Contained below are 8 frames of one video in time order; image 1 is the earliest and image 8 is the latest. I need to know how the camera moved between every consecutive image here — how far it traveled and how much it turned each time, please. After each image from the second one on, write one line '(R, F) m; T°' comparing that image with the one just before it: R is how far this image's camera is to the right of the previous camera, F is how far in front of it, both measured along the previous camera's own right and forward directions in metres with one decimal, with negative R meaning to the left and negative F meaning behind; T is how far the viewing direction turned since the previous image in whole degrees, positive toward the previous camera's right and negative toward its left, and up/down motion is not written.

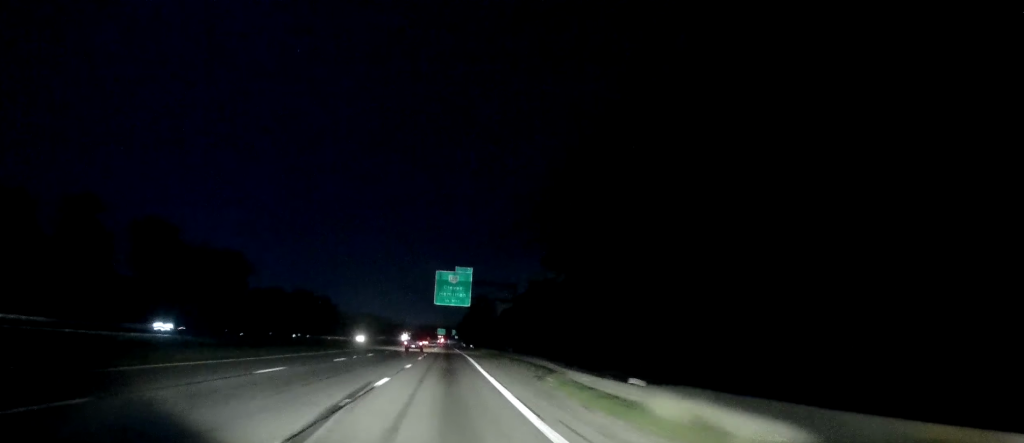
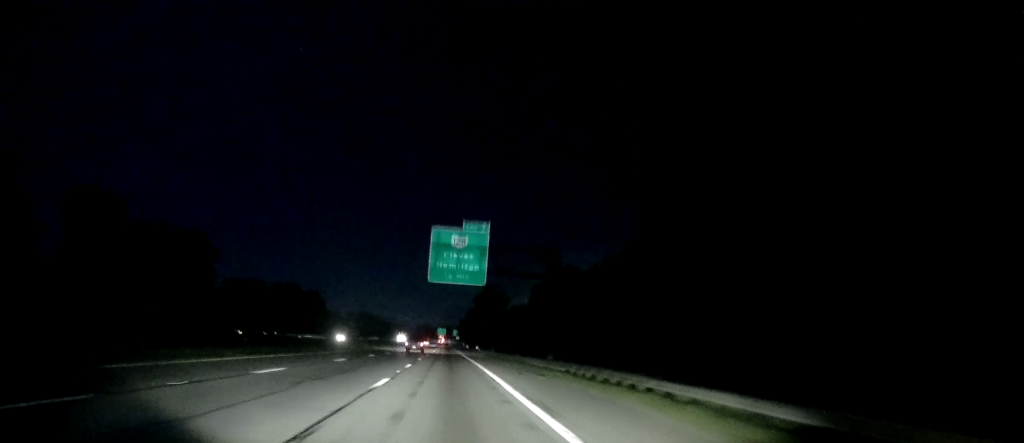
(+0.7, +24.8) m; 0°
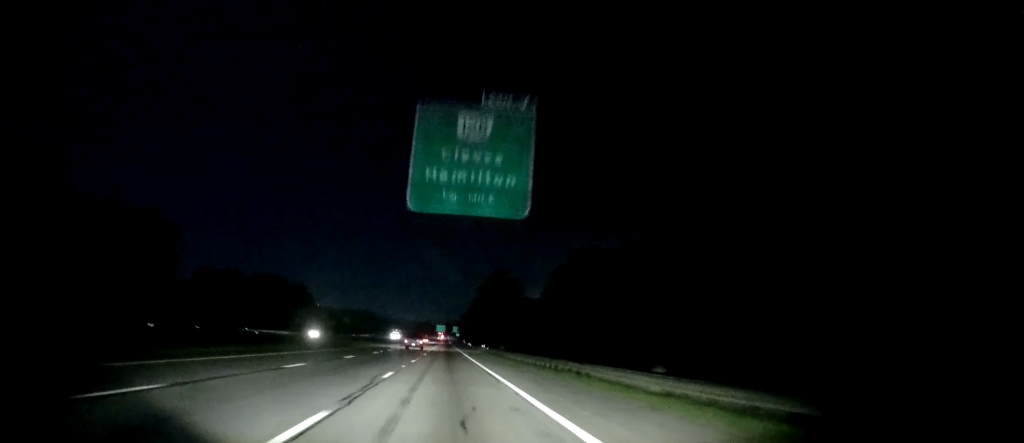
(-0.5, +21.8) m; -1°
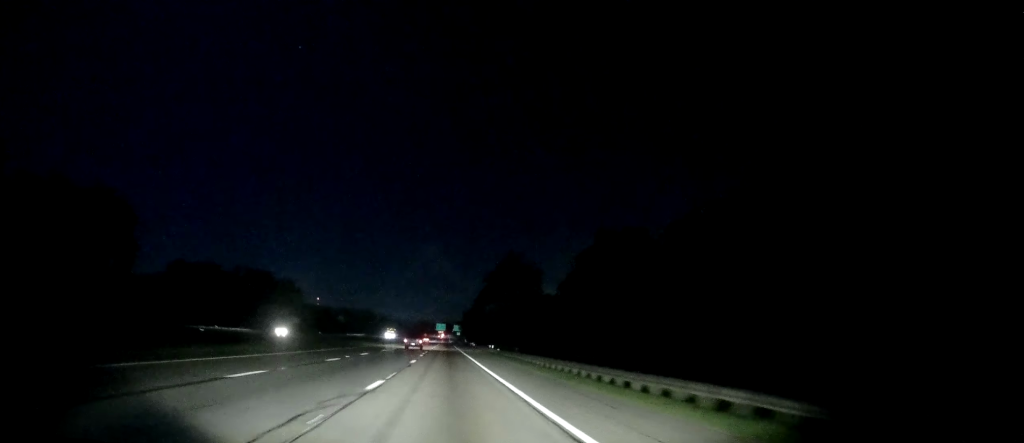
(-0.1, +17.6) m; 0°
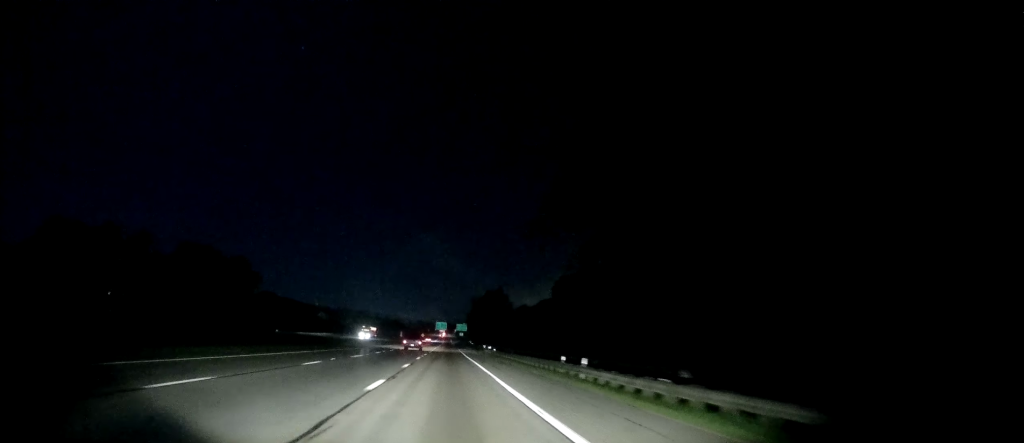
(+0.4, +52.7) m; 0°
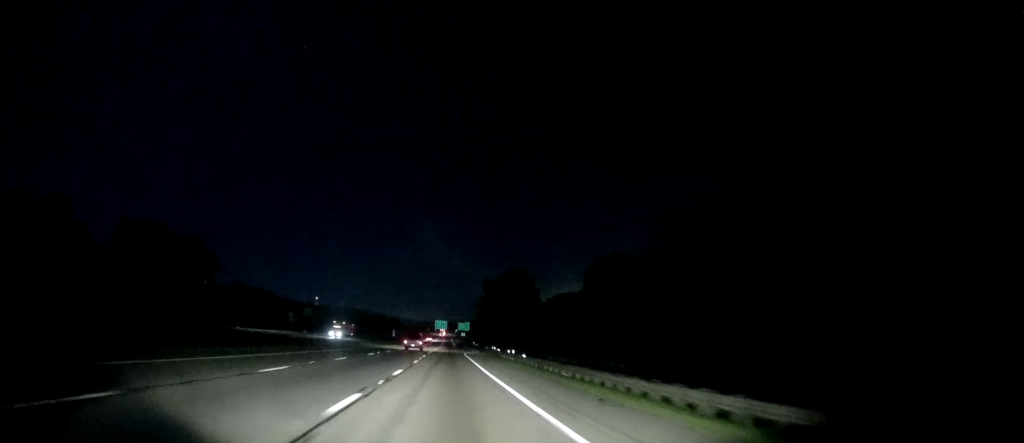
(-0.3, +28.9) m; +1°
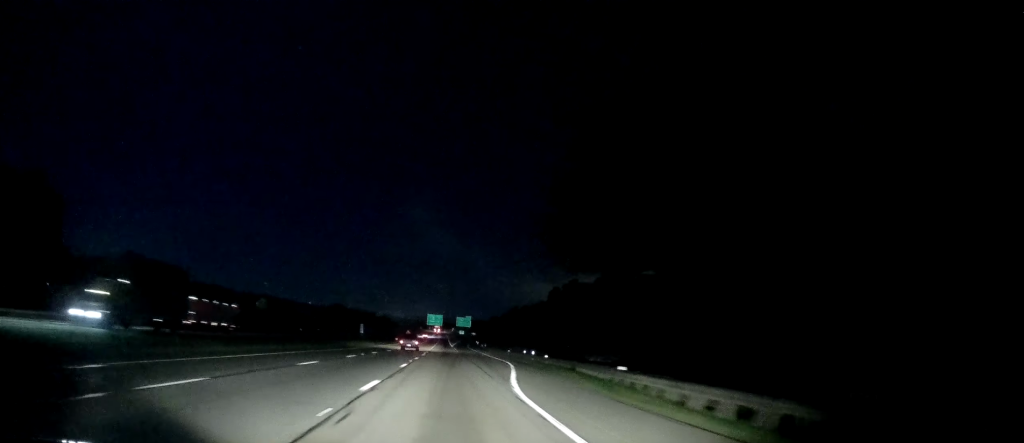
(+0.2, +57.0) m; -1°
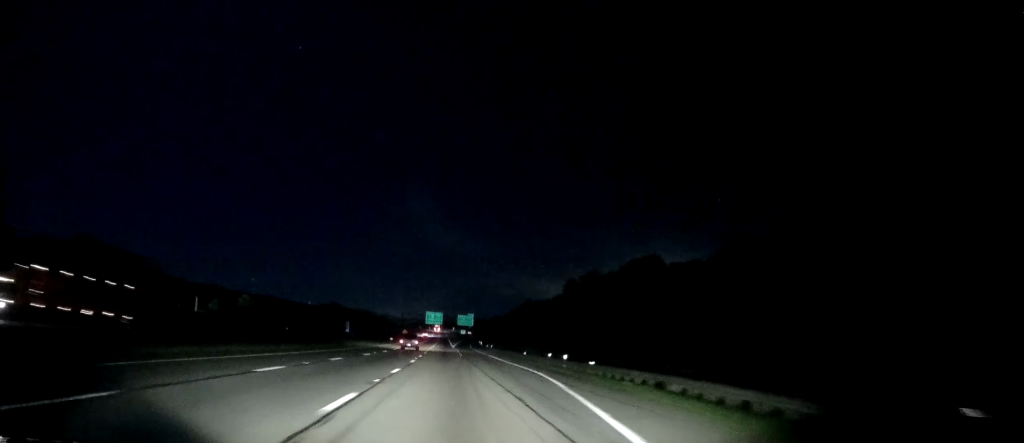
(-0.1, +16.6) m; 0°
